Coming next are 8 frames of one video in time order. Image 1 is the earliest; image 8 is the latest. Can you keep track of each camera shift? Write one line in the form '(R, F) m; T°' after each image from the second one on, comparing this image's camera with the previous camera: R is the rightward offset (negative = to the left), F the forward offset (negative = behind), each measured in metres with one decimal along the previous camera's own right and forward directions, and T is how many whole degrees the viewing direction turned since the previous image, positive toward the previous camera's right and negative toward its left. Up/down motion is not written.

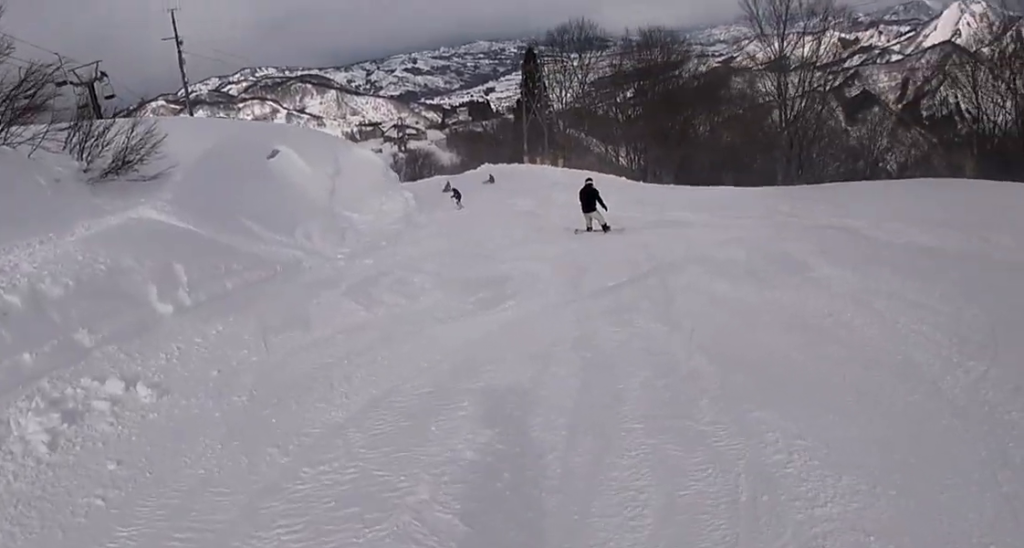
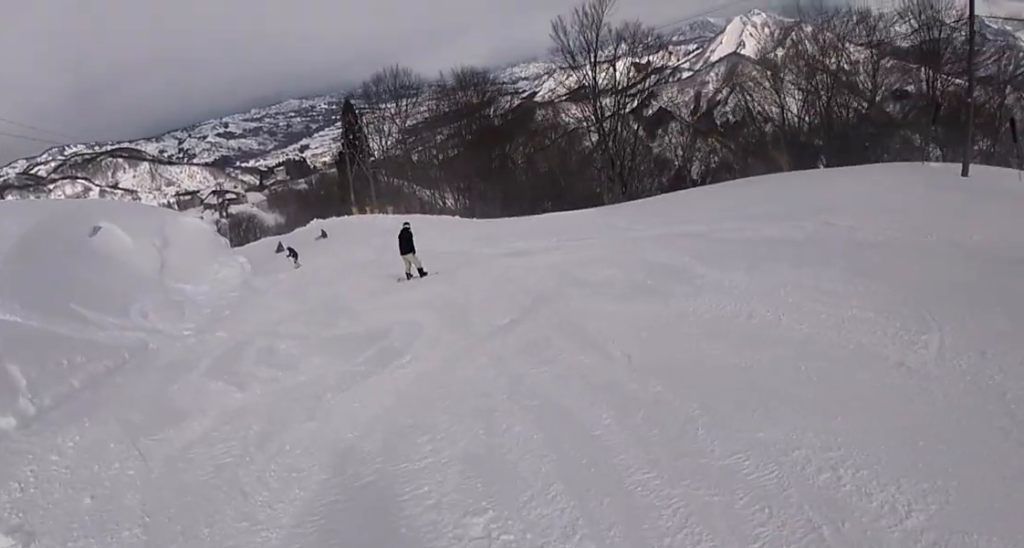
(+0.1, +1.4) m; +8°
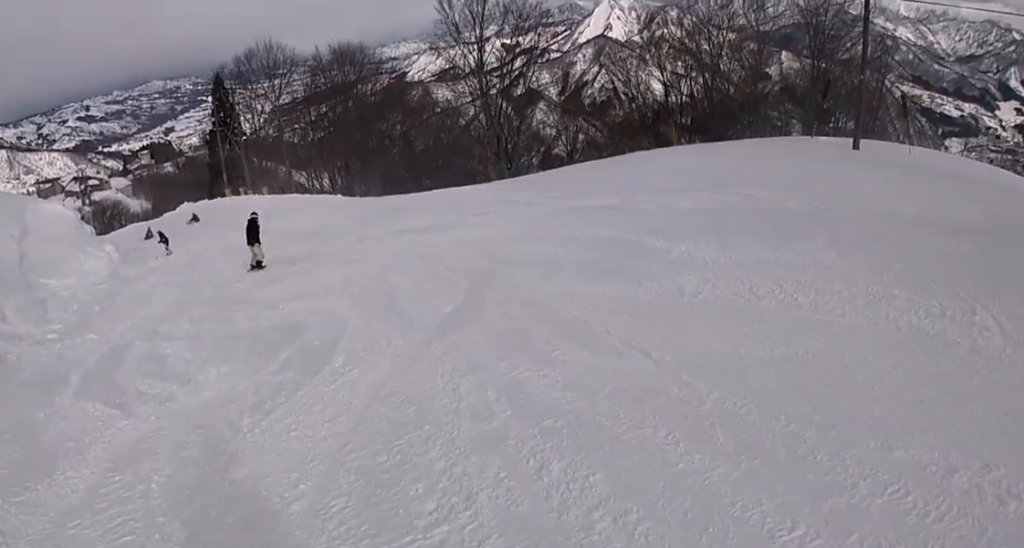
(+0.2, +2.2) m; +7°
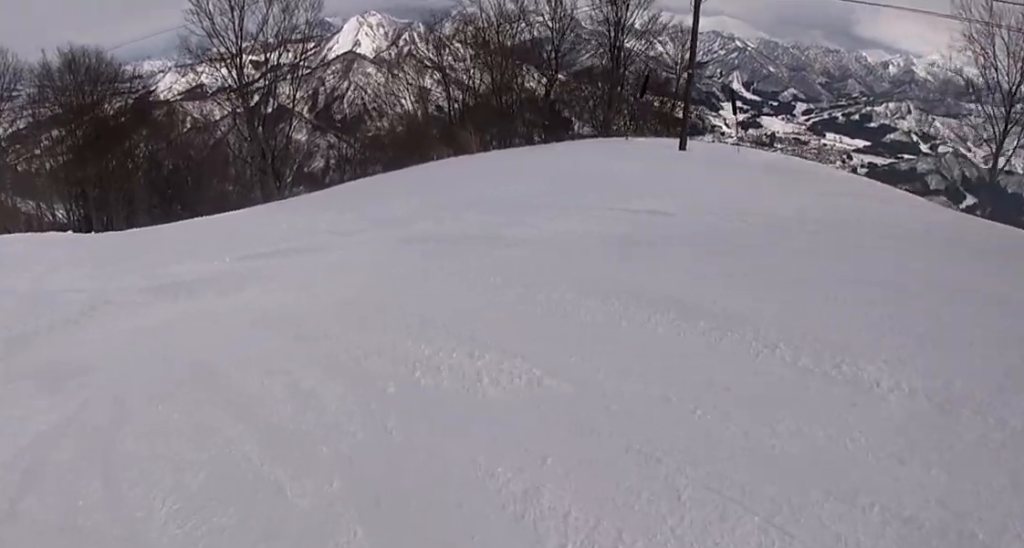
(+0.9, +7.0) m; +5°
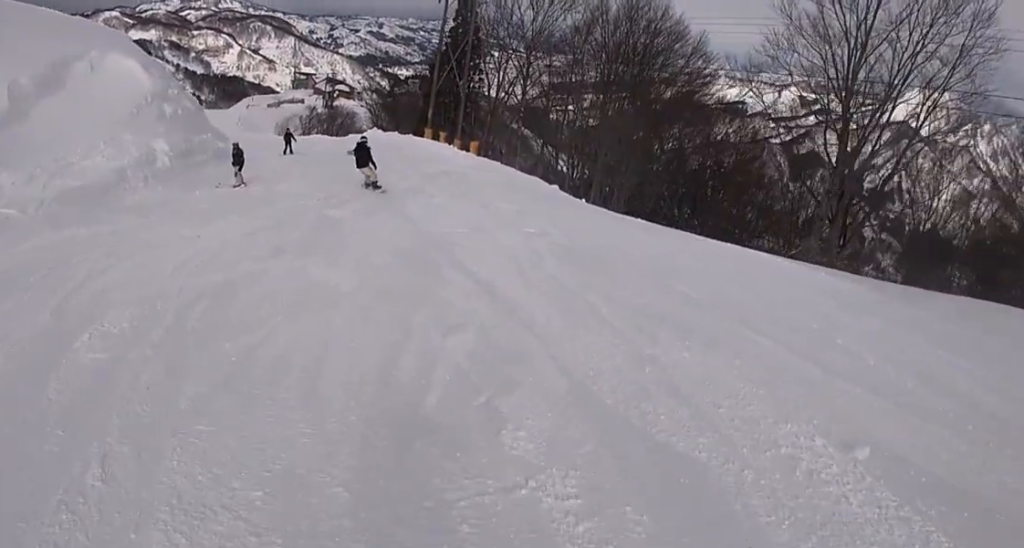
(-2.1, +10.0) m; -22°
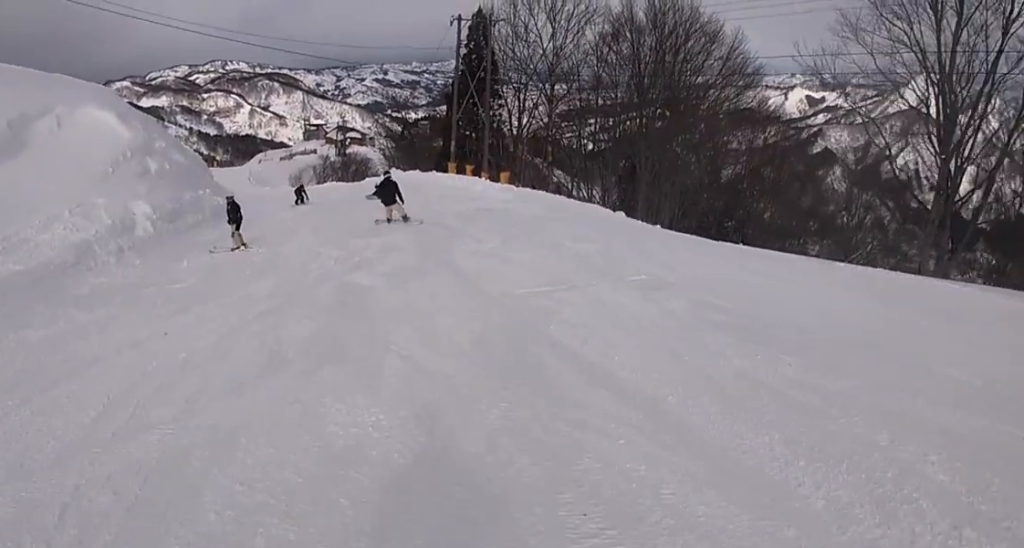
(-0.4, +4.2) m; -5°
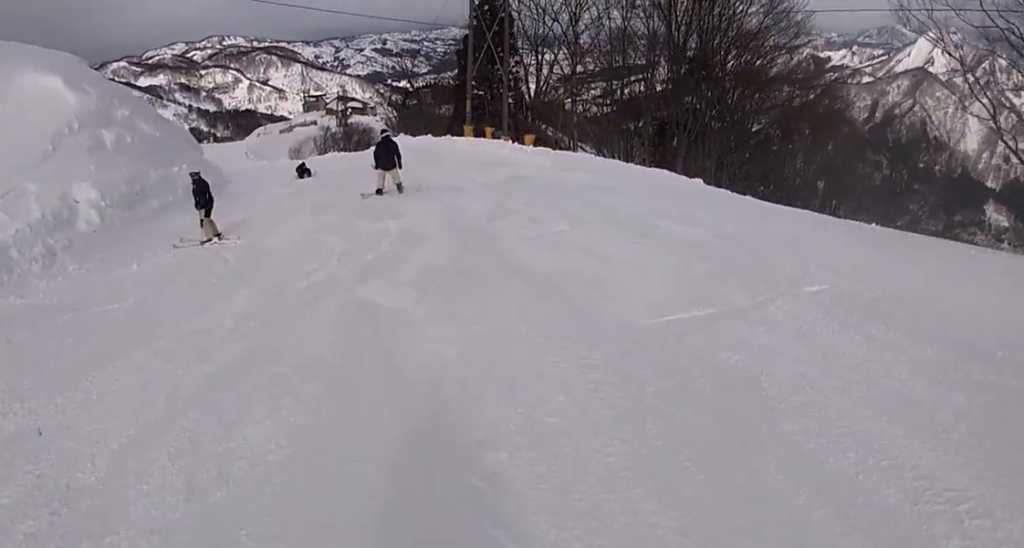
(0.0, +4.1) m; -4°
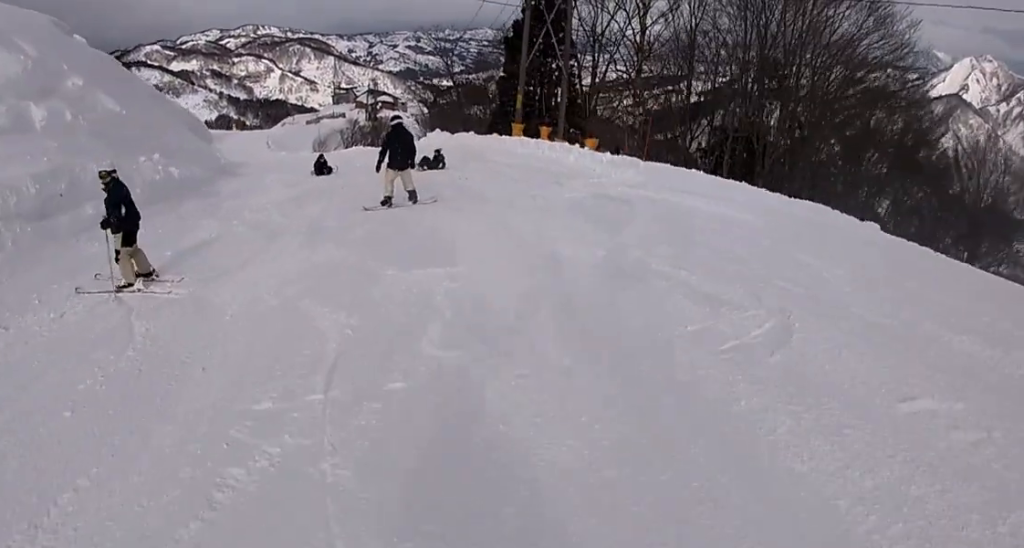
(0.0, +5.0) m; -4°
